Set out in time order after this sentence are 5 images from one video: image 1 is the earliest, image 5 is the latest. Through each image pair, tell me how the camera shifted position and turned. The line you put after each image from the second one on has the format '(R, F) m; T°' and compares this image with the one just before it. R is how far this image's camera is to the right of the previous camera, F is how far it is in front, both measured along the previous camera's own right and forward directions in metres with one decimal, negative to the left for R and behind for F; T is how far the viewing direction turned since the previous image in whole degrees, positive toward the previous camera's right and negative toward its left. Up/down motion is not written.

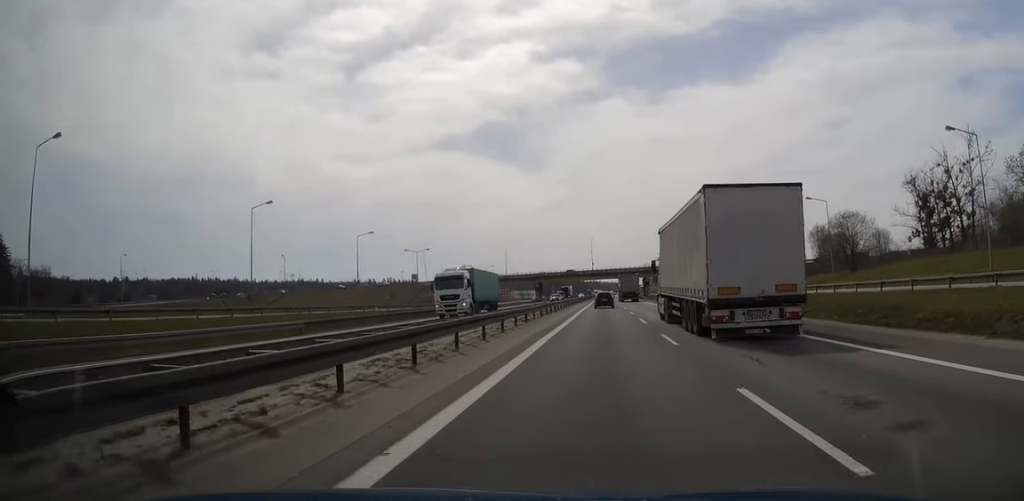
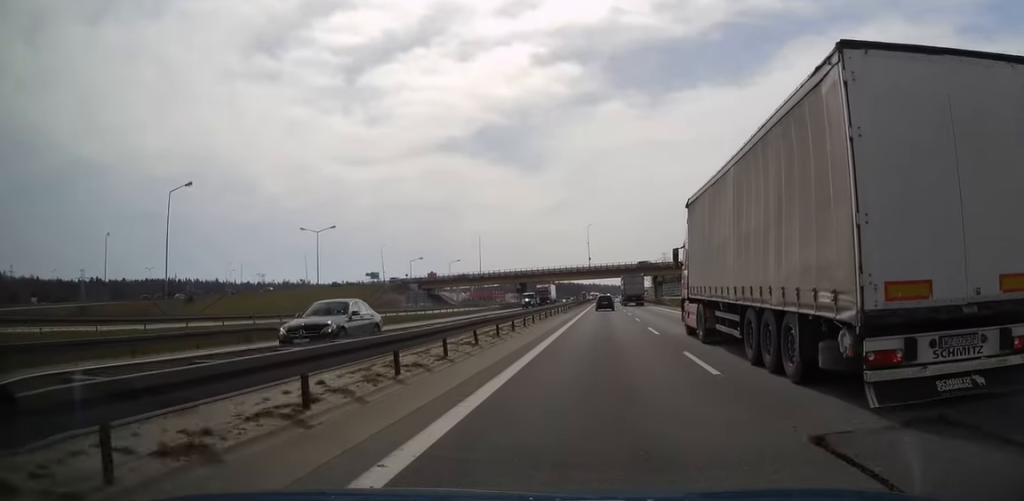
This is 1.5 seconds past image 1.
(0.0, +41.2) m; 0°
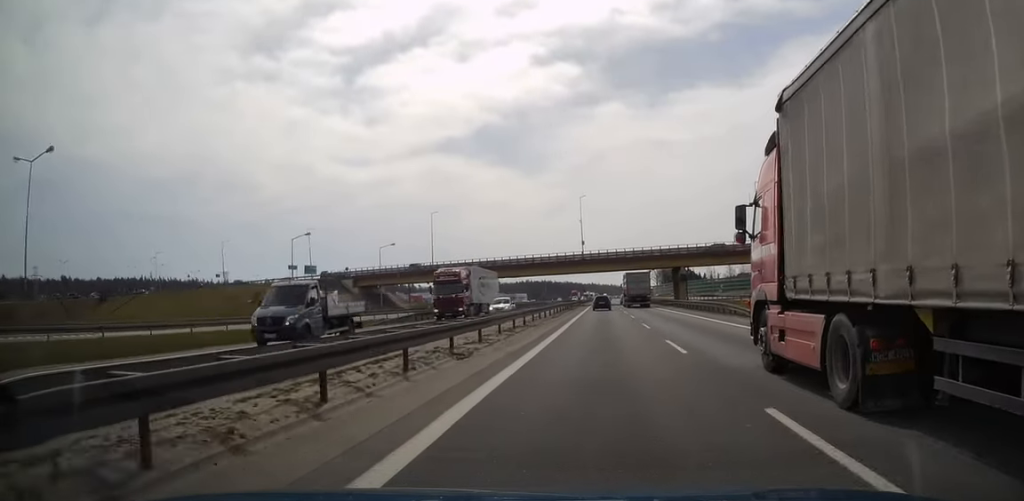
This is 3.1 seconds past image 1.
(0.0, +43.3) m; 0°
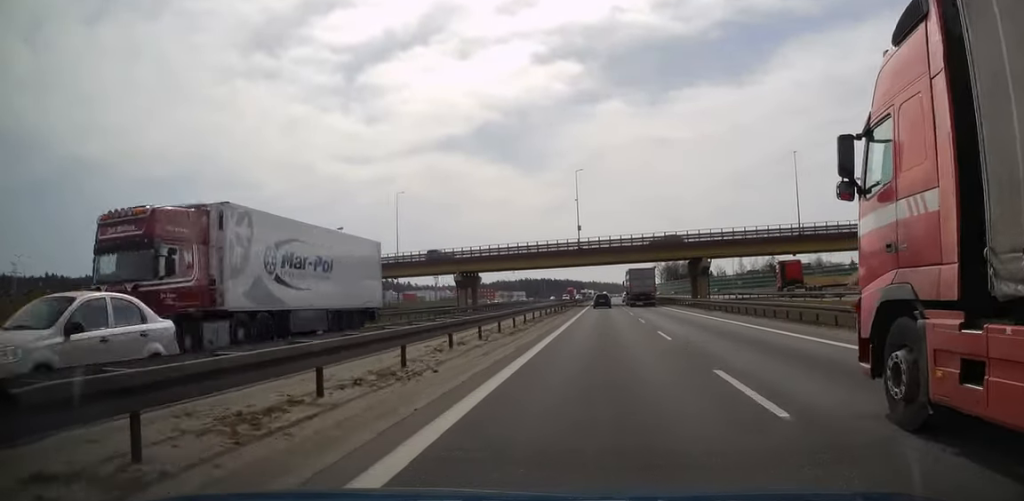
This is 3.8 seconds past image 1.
(0.0, +20.1) m; 0°
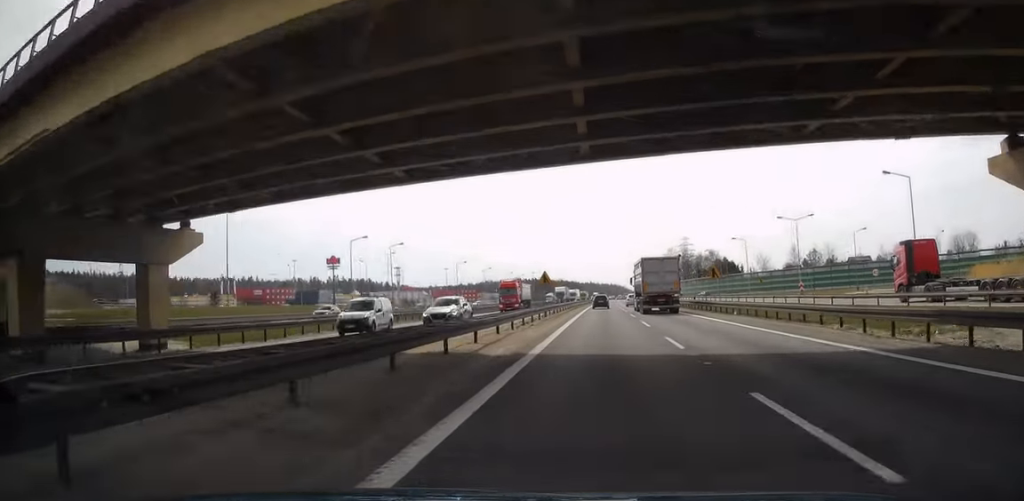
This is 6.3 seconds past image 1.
(-0.3, +74.5) m; 0°
